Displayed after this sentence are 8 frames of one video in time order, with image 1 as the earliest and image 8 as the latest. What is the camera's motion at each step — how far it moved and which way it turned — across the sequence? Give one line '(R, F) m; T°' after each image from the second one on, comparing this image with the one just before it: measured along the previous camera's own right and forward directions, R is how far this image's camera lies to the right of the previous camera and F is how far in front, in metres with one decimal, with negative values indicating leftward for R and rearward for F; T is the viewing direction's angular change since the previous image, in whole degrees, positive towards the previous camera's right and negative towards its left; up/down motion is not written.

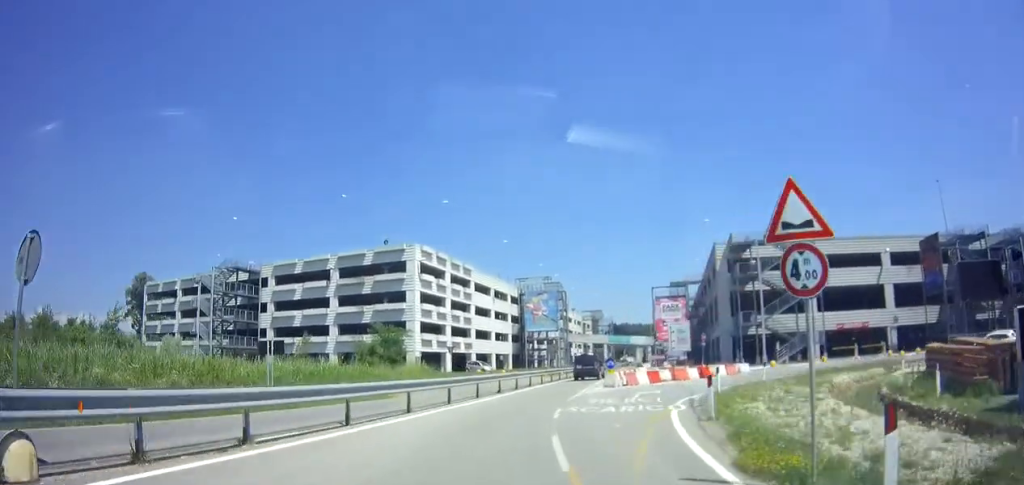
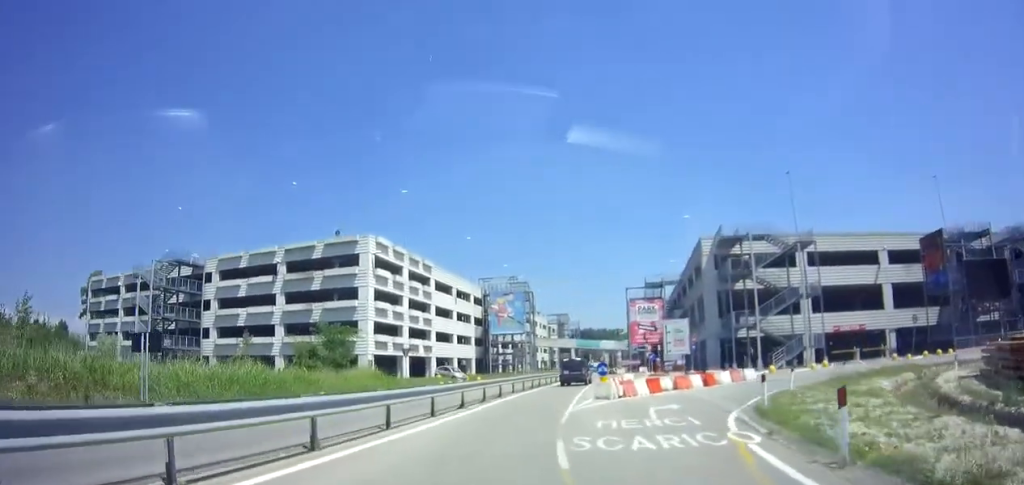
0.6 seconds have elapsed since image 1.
(0.0, +5.8) m; +3°
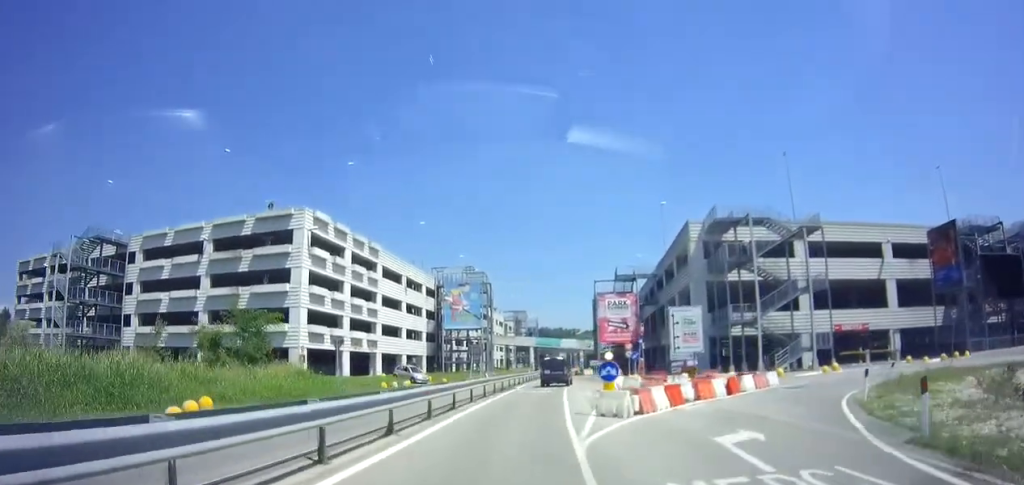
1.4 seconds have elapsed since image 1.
(+0.2, +7.5) m; +6°
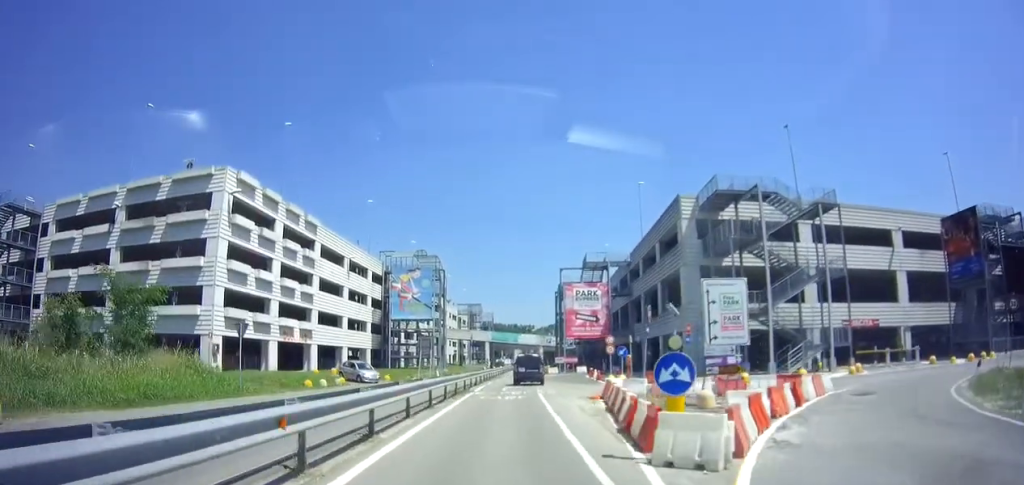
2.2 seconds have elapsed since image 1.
(+0.7, +7.7) m; +4°
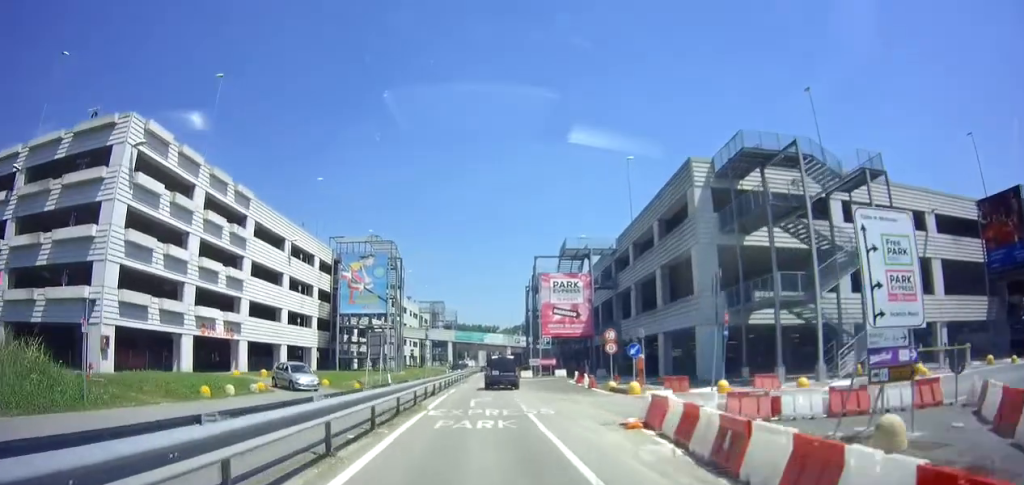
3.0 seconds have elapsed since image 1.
(+0.2, +8.3) m; 0°
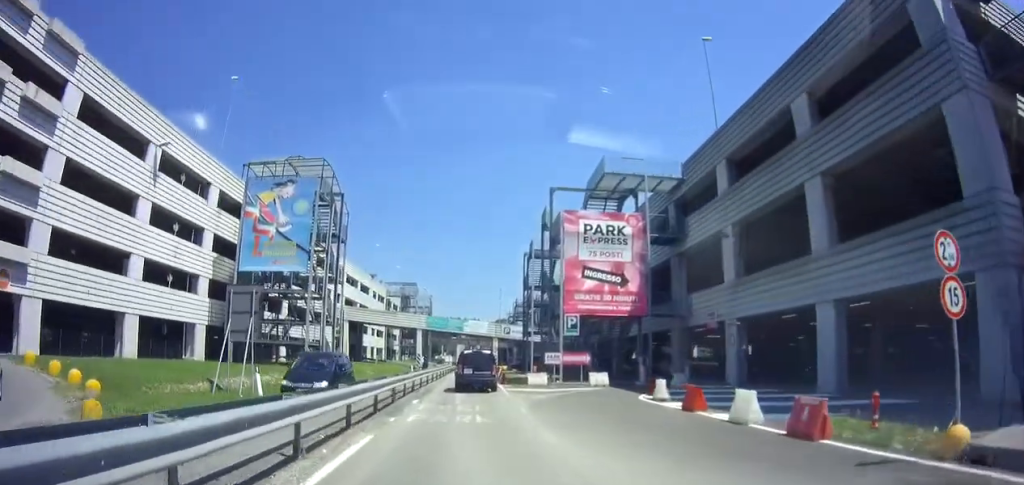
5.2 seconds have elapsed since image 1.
(-0.3, +20.3) m; +1°
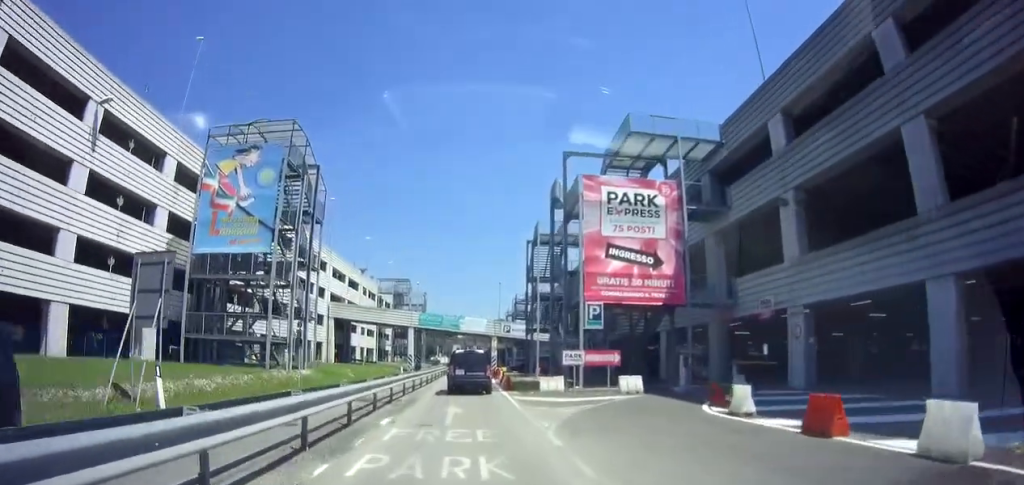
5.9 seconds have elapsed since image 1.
(0.0, +5.9) m; 0°
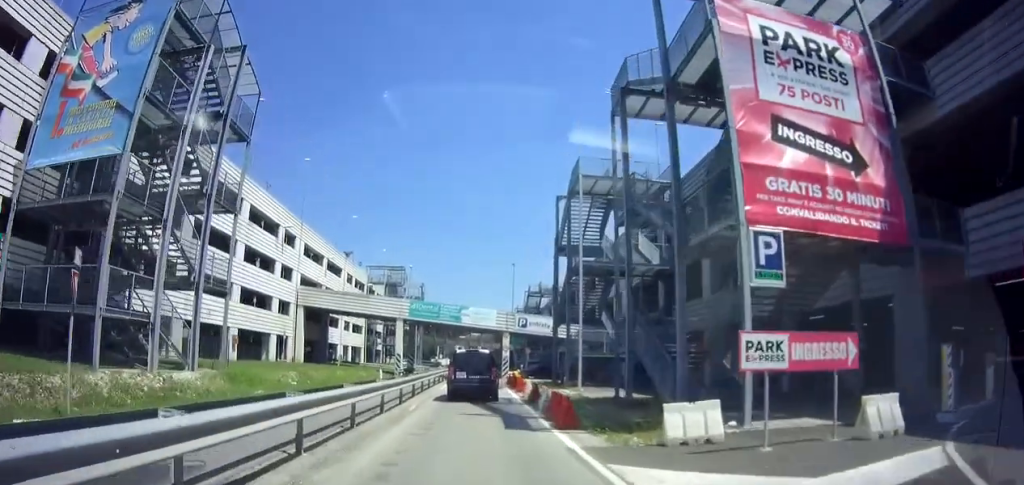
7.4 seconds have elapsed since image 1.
(0.0, +13.2) m; -3°
